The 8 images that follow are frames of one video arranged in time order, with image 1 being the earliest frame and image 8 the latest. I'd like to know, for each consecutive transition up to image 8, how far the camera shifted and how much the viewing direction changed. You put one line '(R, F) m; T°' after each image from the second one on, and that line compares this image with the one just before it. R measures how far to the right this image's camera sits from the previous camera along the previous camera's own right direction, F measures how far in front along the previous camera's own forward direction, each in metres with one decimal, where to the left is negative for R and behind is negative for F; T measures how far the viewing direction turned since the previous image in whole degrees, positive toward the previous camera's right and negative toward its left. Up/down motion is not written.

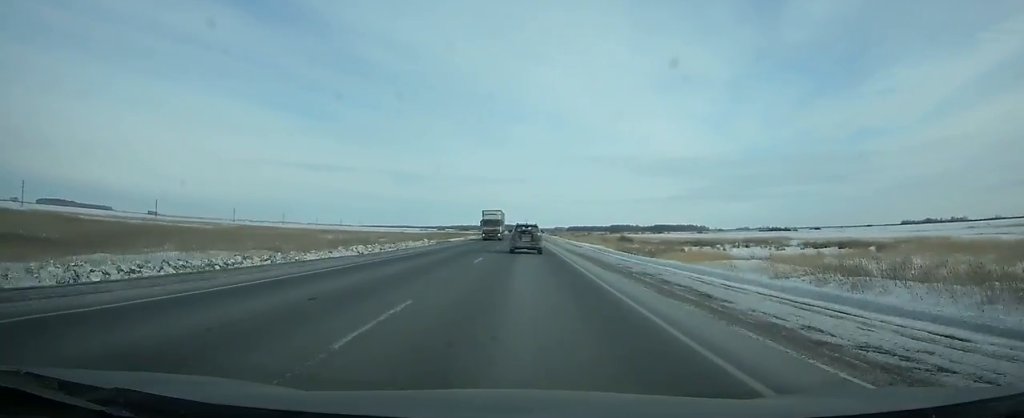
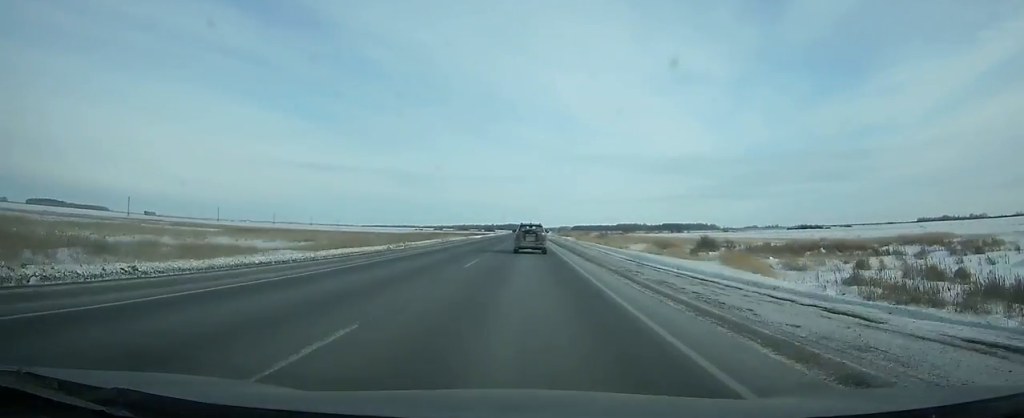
(+0.2, +68.3) m; 0°
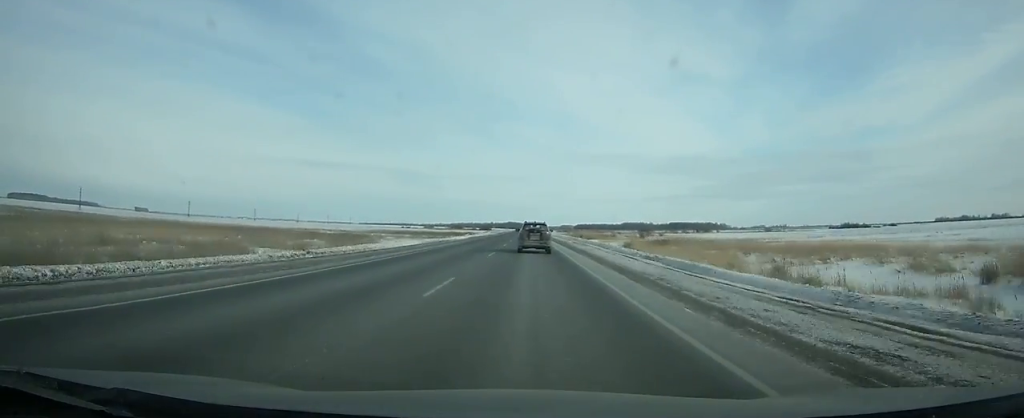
(-0.2, +88.3) m; 0°
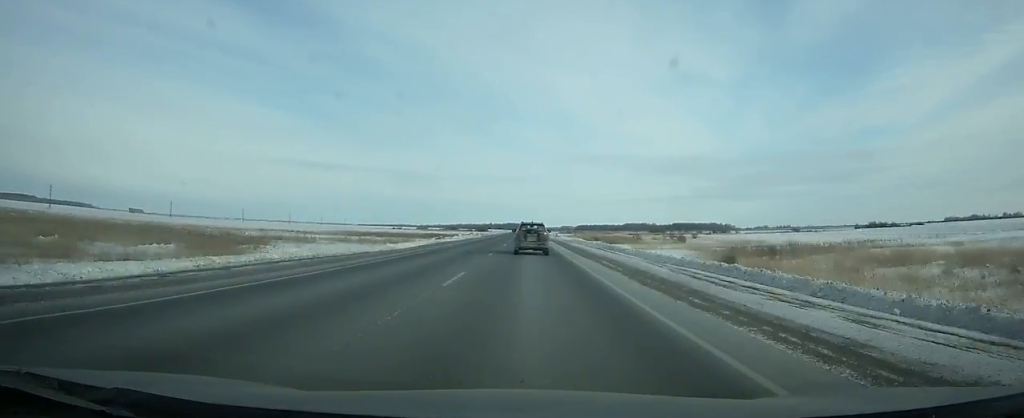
(-0.1, +47.1) m; 0°
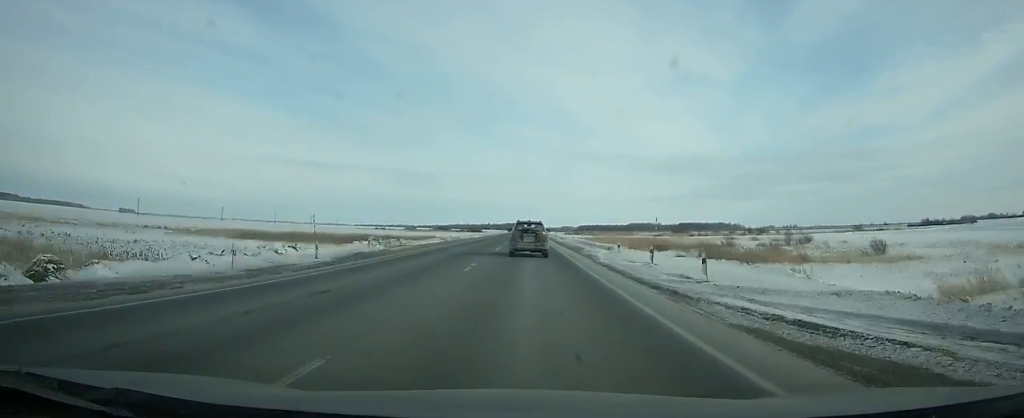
(0.0, +74.7) m; 0°
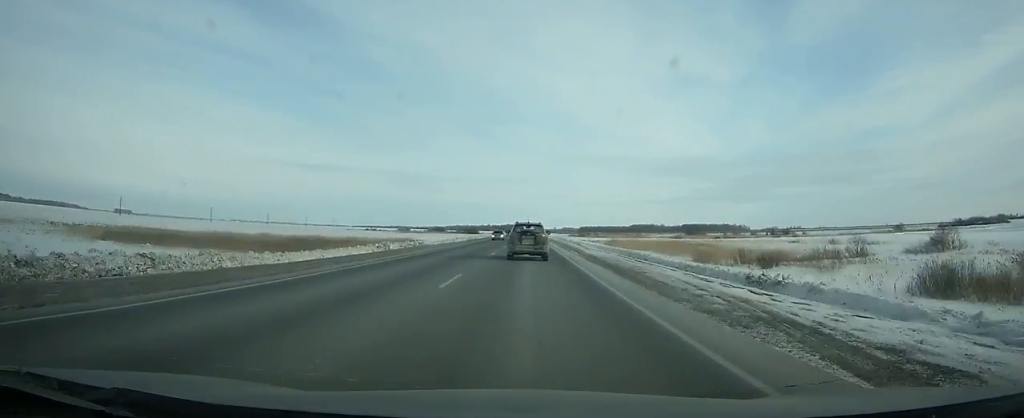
(+0.1, +35.7) m; 0°
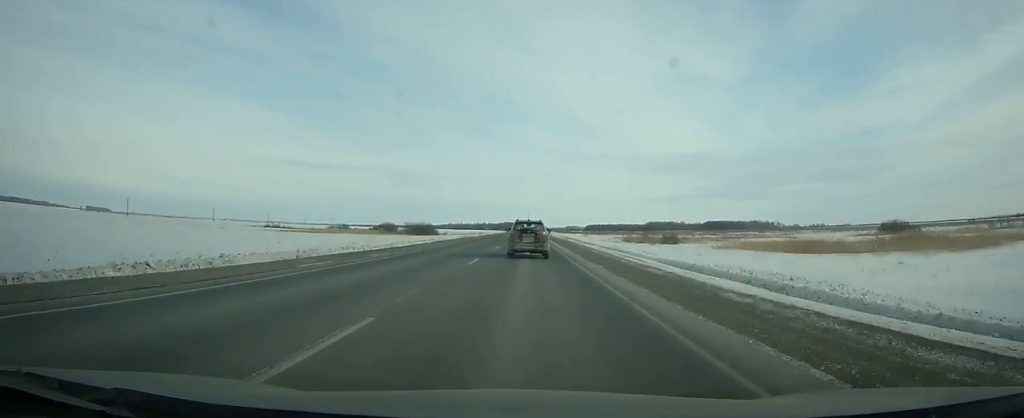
(+0.5, +218.9) m; 0°
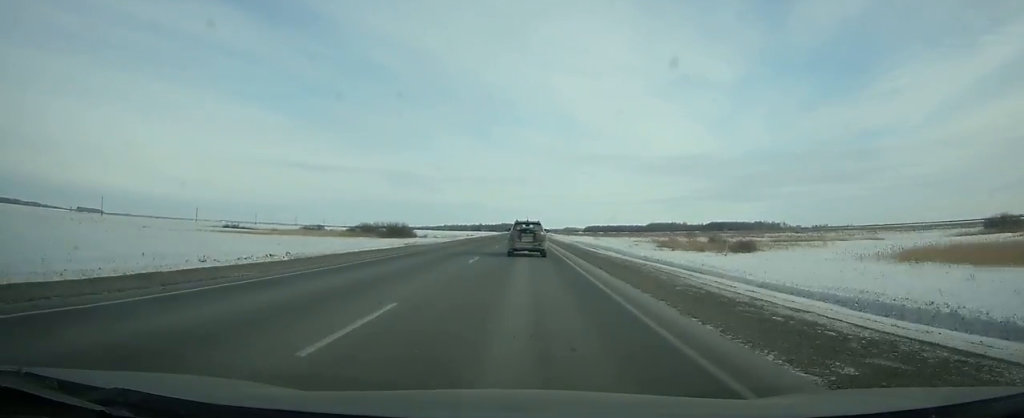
(0.0, +47.0) m; 0°
